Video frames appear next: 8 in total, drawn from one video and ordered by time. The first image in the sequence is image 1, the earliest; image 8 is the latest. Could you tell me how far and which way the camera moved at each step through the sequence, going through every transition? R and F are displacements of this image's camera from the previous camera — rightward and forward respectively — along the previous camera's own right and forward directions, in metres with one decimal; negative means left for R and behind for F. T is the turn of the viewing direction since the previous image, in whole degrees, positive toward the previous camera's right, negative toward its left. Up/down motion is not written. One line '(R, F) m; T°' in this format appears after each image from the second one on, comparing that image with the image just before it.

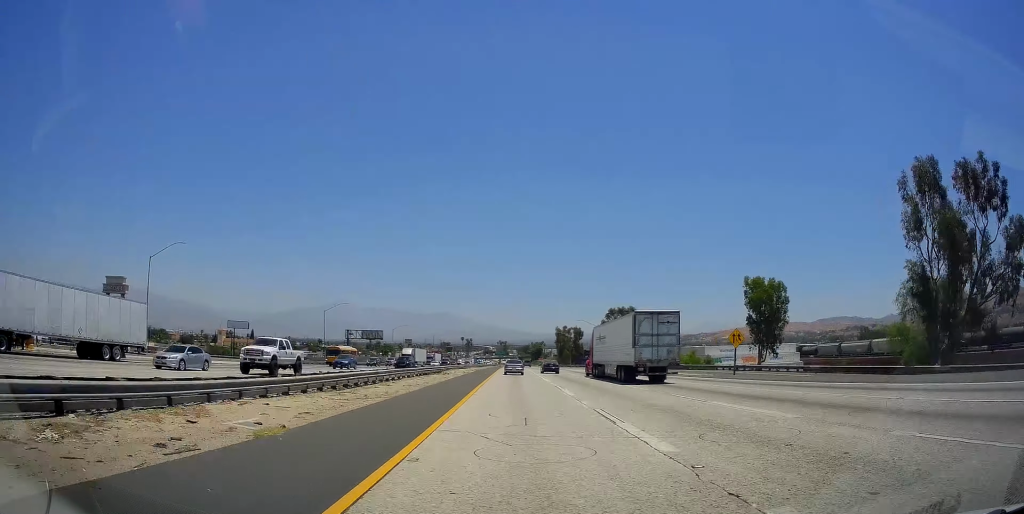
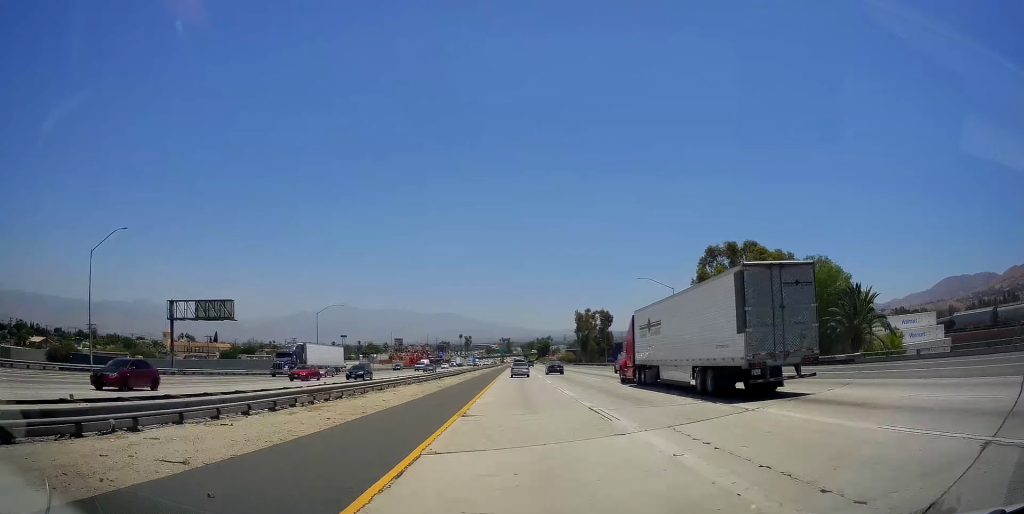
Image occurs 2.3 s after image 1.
(-0.5, +73.0) m; -1°
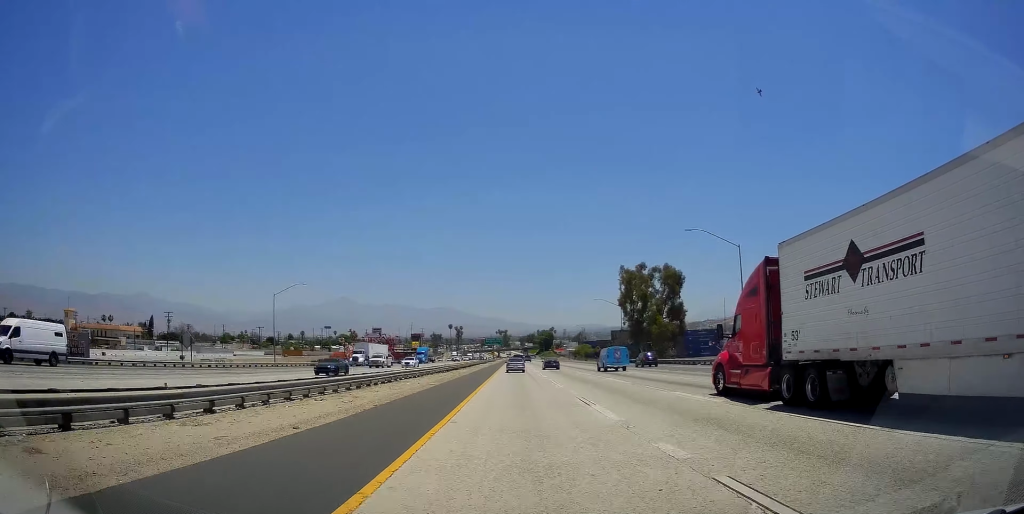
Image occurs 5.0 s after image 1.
(0.0, +91.9) m; 0°
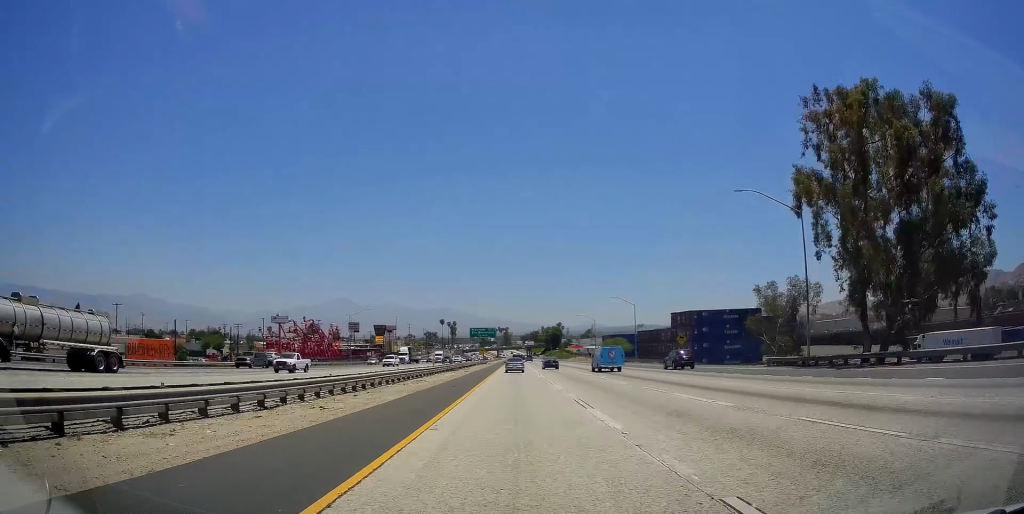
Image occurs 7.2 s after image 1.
(+0.2, +84.3) m; 0°
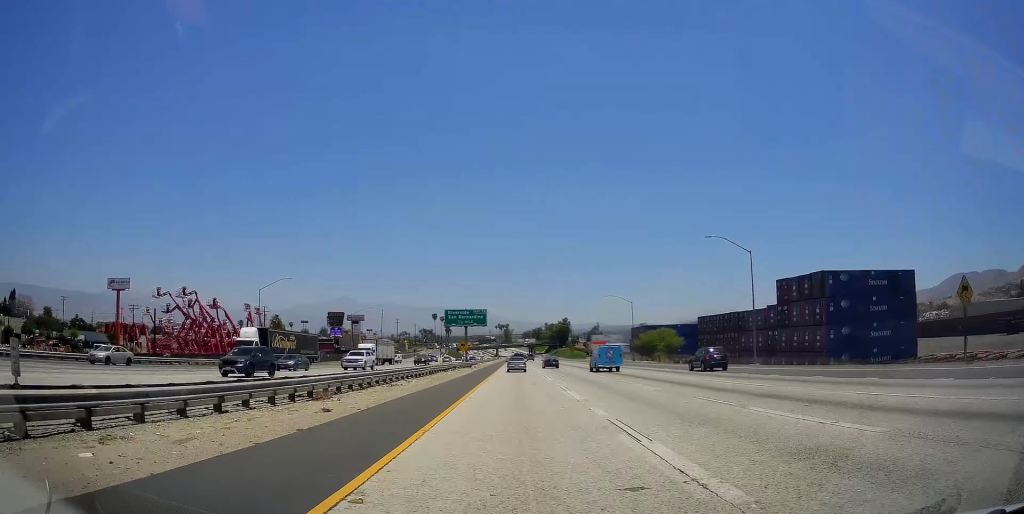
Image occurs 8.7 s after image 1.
(-0.3, +42.2) m; 0°
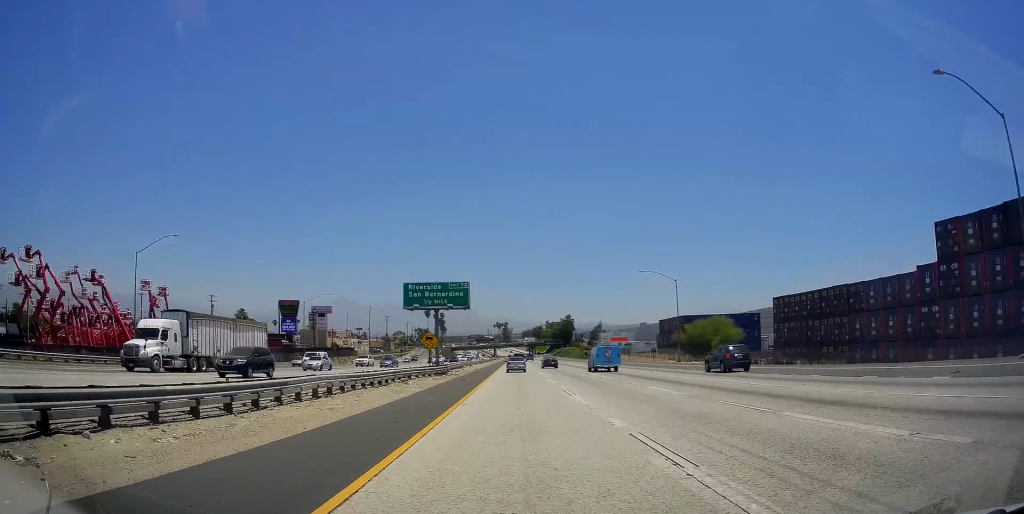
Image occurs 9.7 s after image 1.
(+0.3, +26.3) m; 0°
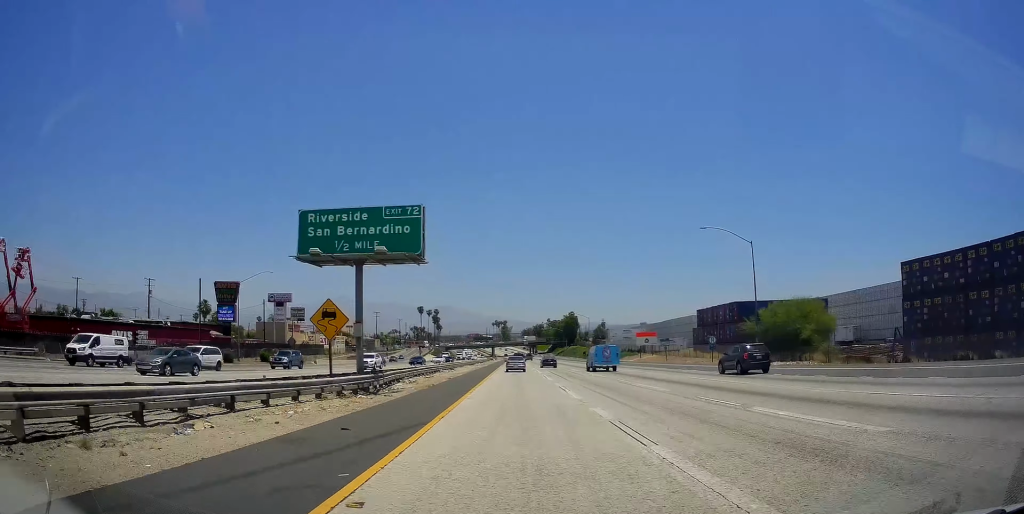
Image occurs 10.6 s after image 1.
(0.0, +24.3) m; 0°
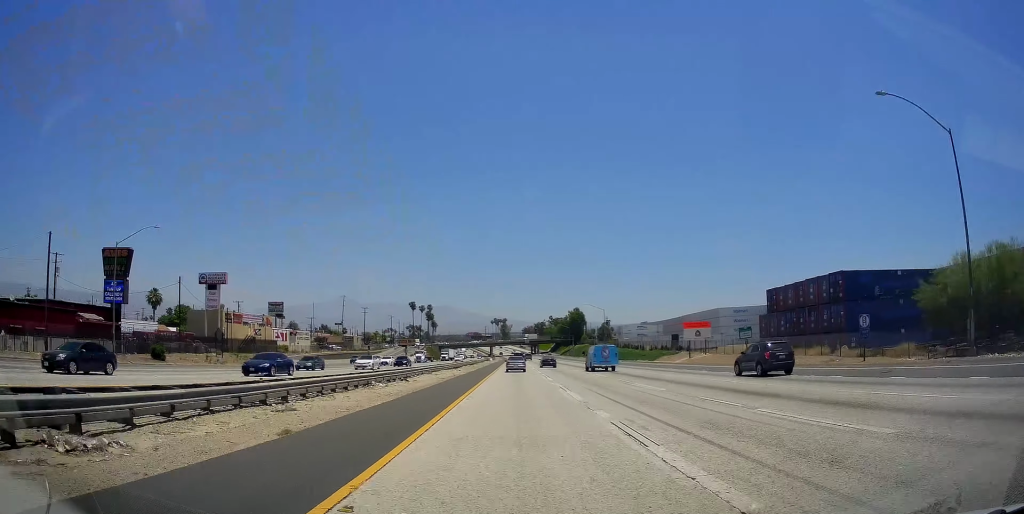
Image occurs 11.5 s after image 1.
(-0.3, +26.3) m; 0°
